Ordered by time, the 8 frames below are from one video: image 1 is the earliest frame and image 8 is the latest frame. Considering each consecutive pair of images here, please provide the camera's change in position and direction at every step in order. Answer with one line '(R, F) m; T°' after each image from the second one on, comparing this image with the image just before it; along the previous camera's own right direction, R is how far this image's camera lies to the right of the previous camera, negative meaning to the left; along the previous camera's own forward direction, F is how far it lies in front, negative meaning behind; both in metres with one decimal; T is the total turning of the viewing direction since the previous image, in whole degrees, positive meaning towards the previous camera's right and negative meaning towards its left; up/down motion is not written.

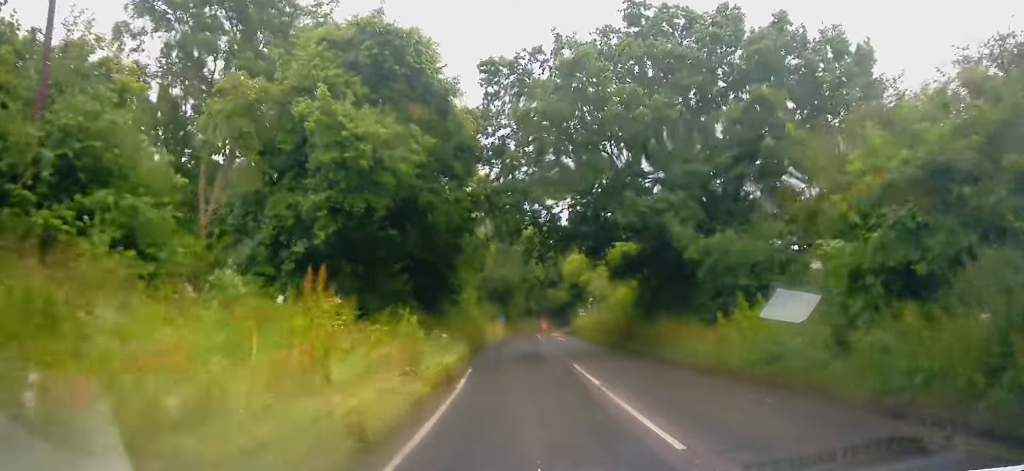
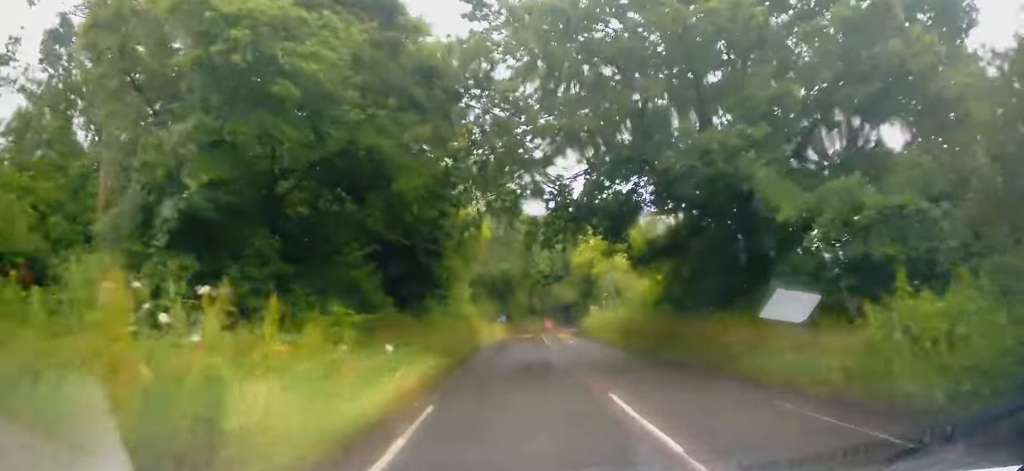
(-0.1, +5.9) m; 0°
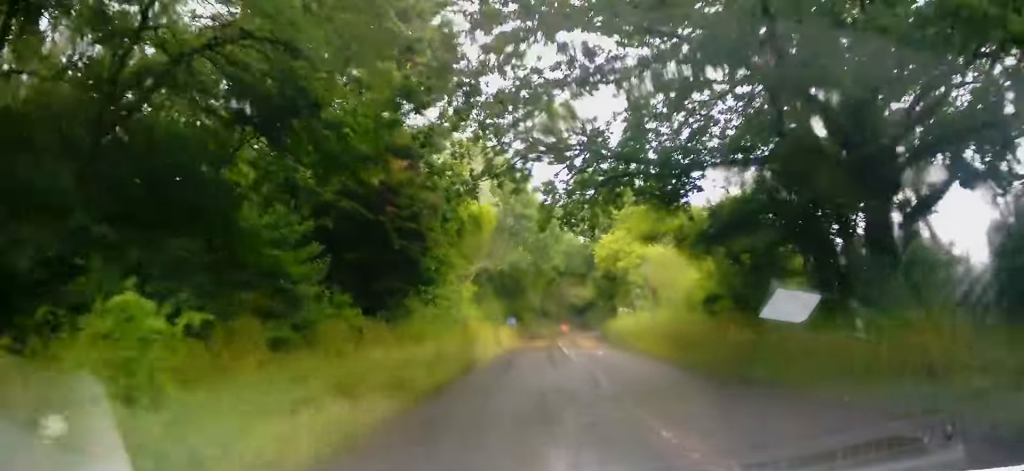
(+0.1, +6.5) m; 0°
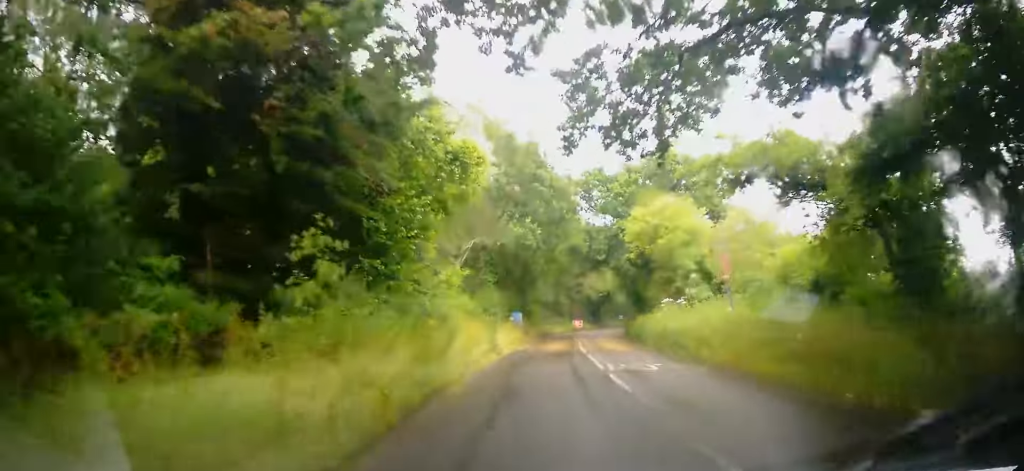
(-0.1, +8.4) m; 0°
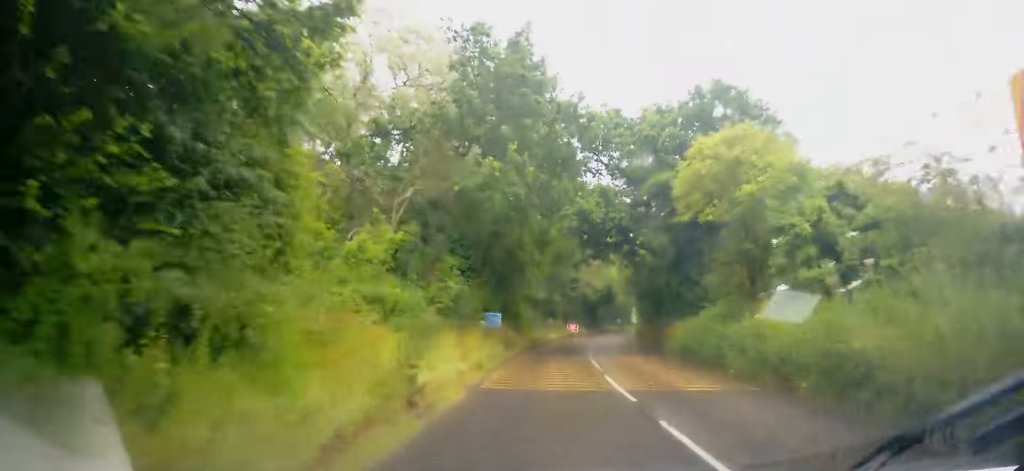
(0.0, +11.3) m; +2°
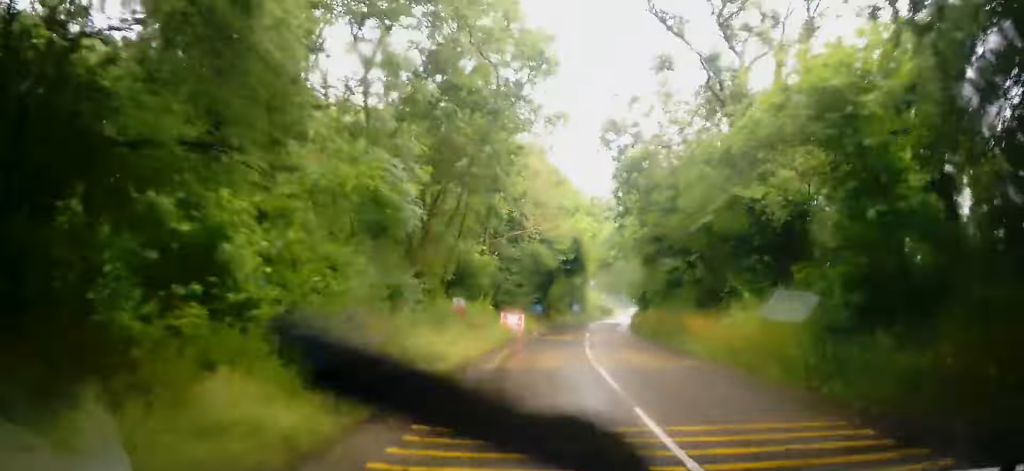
(+1.3, +29.7) m; +5°
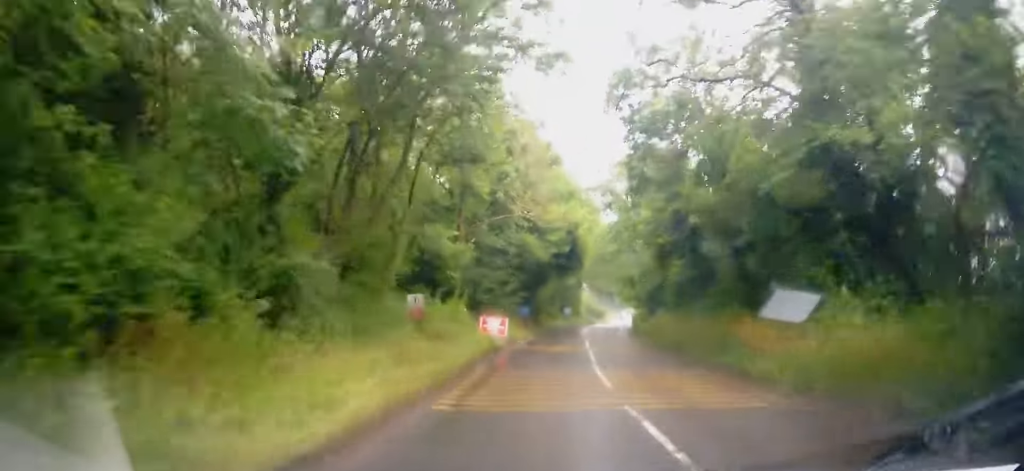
(+0.1, +5.8) m; +1°
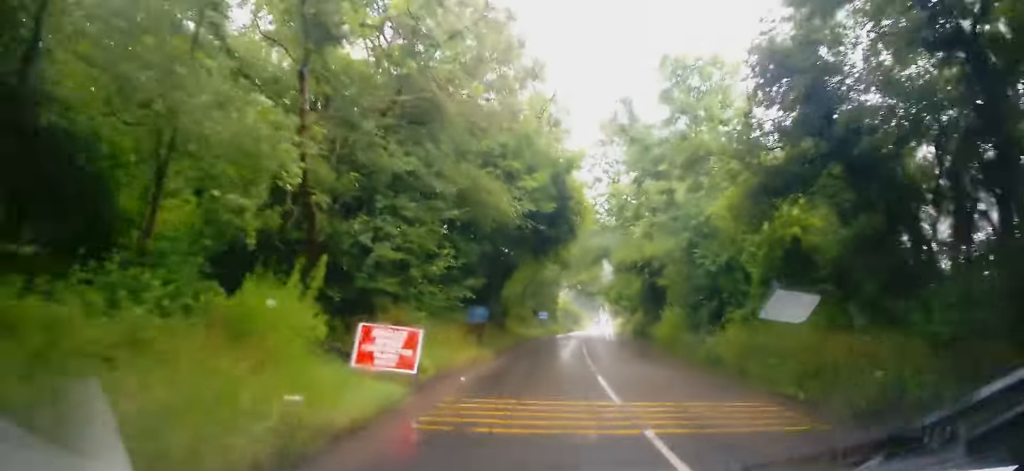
(+0.4, +13.5) m; +2°
